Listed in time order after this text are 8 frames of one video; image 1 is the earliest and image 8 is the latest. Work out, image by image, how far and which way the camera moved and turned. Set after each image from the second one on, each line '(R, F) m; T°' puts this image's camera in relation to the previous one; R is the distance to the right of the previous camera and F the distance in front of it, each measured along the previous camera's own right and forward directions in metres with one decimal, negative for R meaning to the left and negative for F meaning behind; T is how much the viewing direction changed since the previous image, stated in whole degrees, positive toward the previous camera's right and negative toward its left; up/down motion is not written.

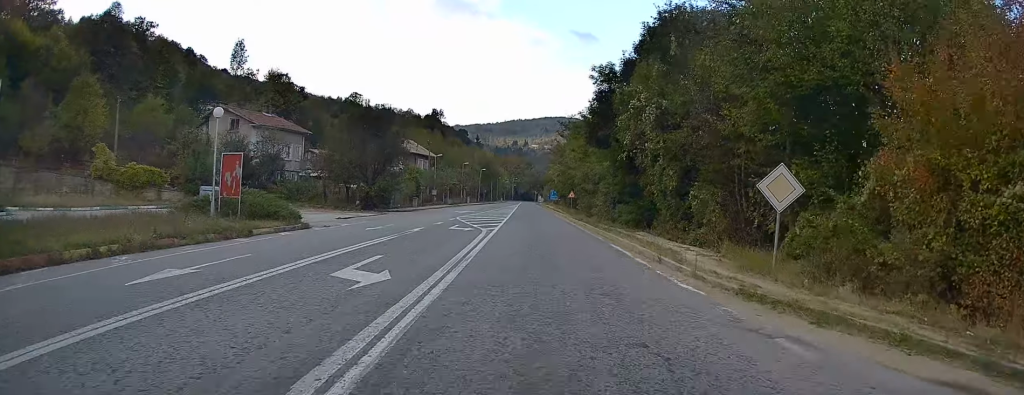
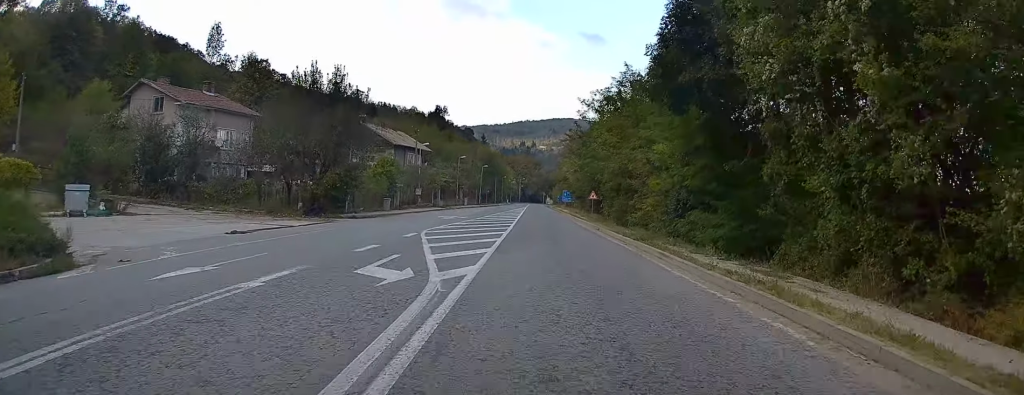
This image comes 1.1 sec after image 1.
(-0.2, +15.0) m; -1°
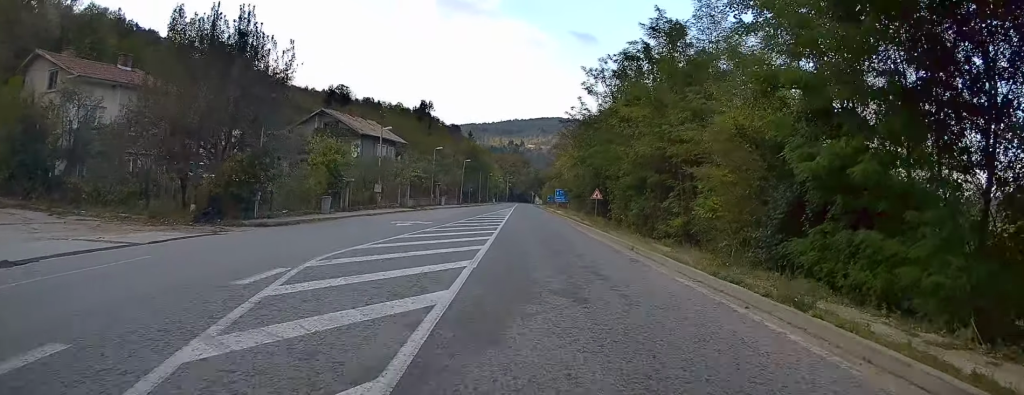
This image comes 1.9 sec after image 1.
(-0.1, +11.3) m; 0°
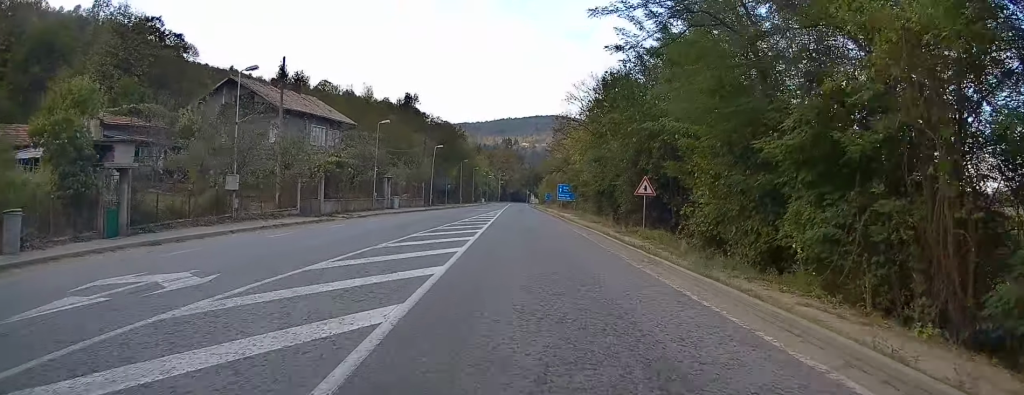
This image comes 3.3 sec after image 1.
(+0.1, +20.8) m; +2°
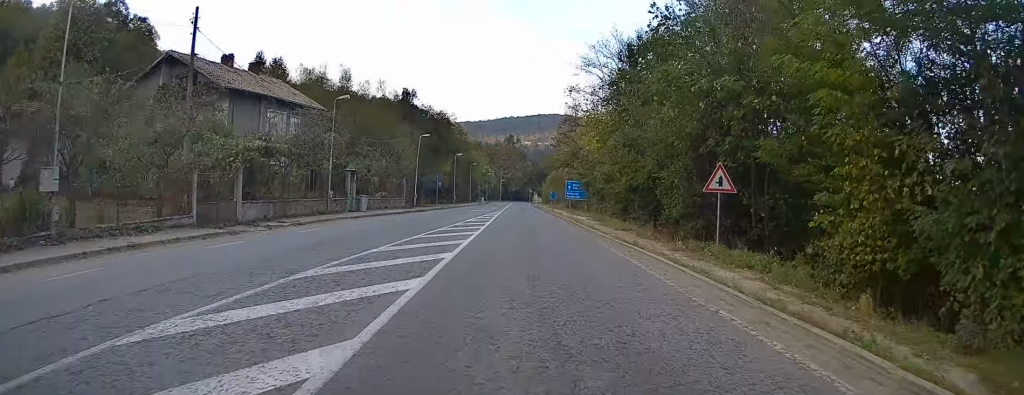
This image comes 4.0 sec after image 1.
(+0.2, +9.7) m; +1°
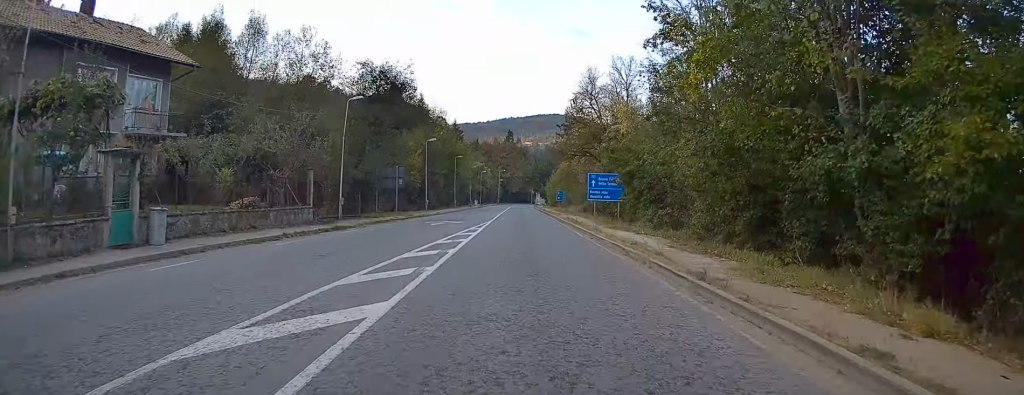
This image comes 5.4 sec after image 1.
(0.0, +20.8) m; -1°
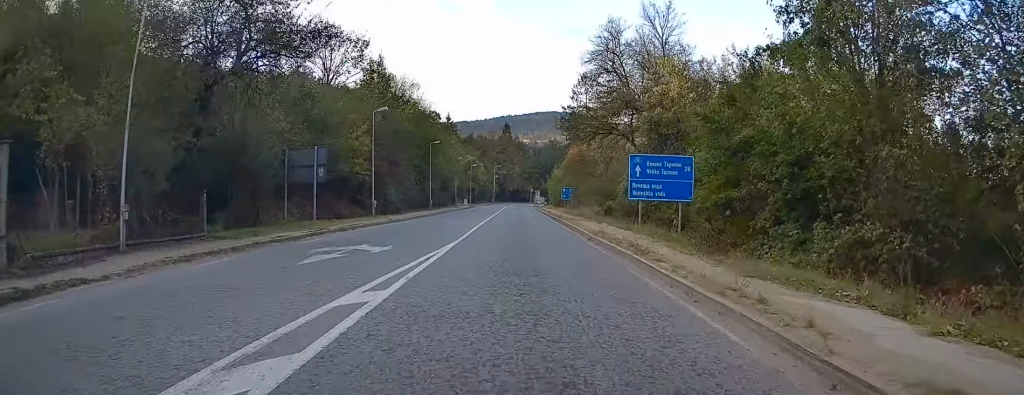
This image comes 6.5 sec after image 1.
(-0.2, +16.9) m; 0°
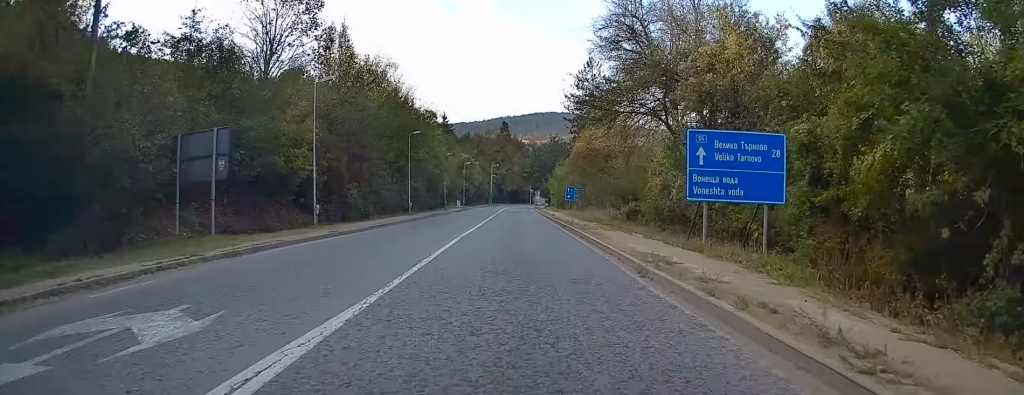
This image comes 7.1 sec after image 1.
(0.0, +9.3) m; +1°
